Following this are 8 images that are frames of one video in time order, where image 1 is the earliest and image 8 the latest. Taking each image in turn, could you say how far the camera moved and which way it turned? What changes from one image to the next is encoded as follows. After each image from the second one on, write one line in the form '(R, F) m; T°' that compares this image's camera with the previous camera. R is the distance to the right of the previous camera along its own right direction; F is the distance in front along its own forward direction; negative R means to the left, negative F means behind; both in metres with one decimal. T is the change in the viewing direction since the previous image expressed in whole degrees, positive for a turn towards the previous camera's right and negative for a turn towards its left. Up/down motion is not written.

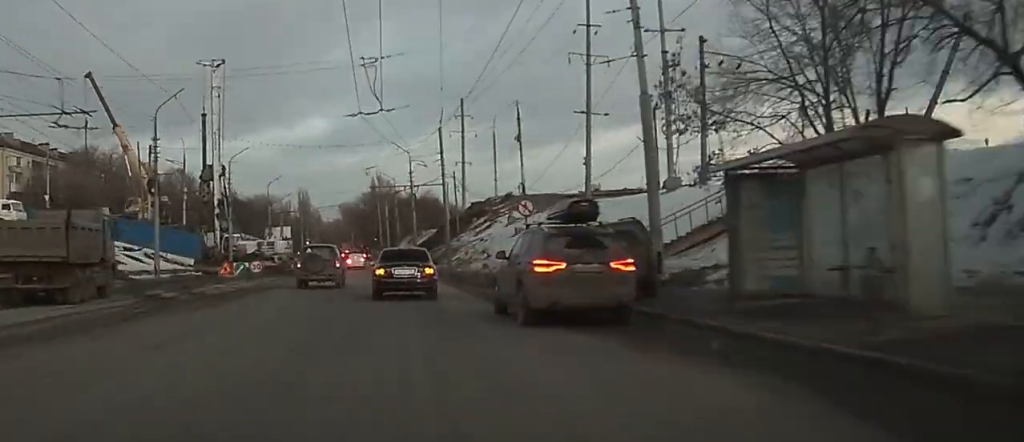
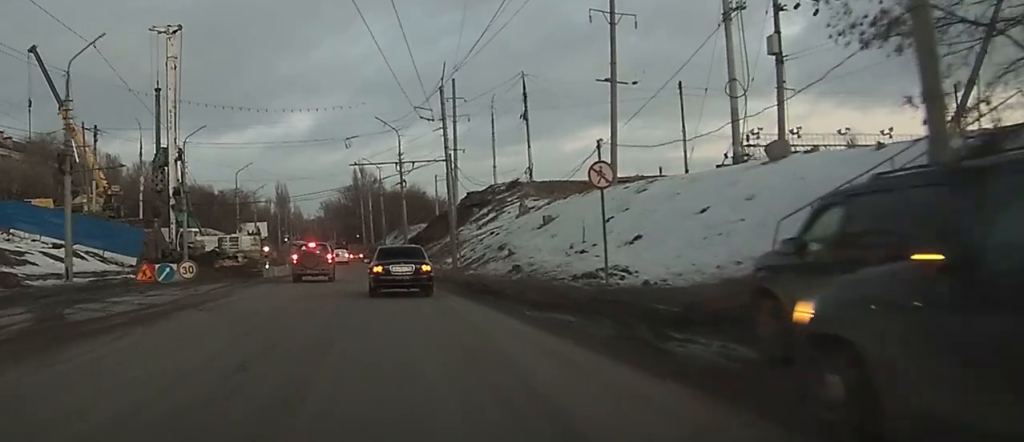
(0.0, +14.2) m; 0°
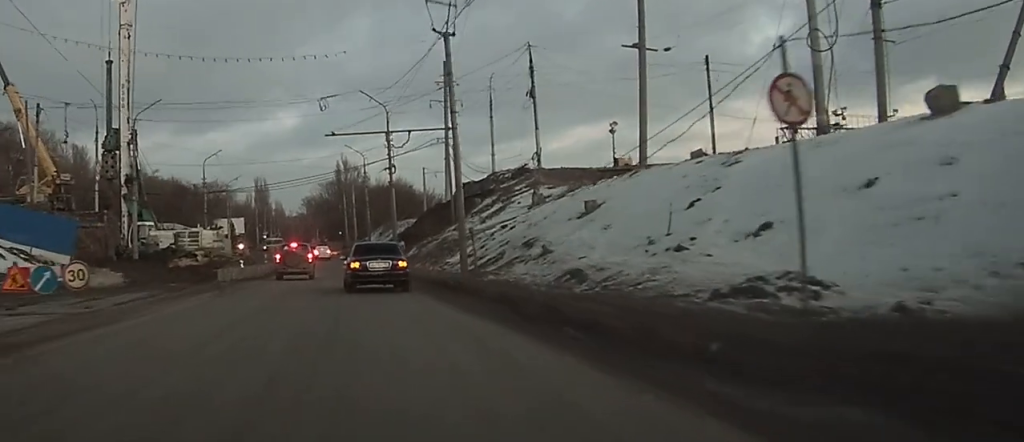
(+0.1, +11.4) m; +1°
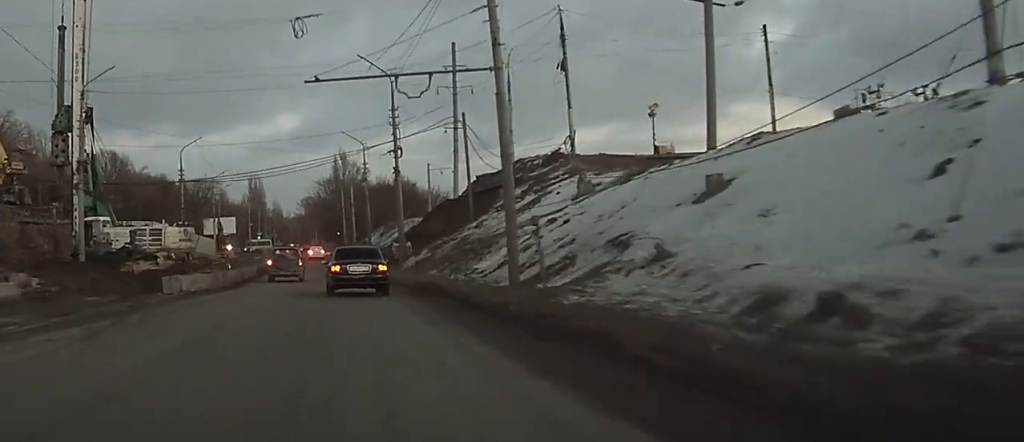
(+0.1, +11.9) m; +1°
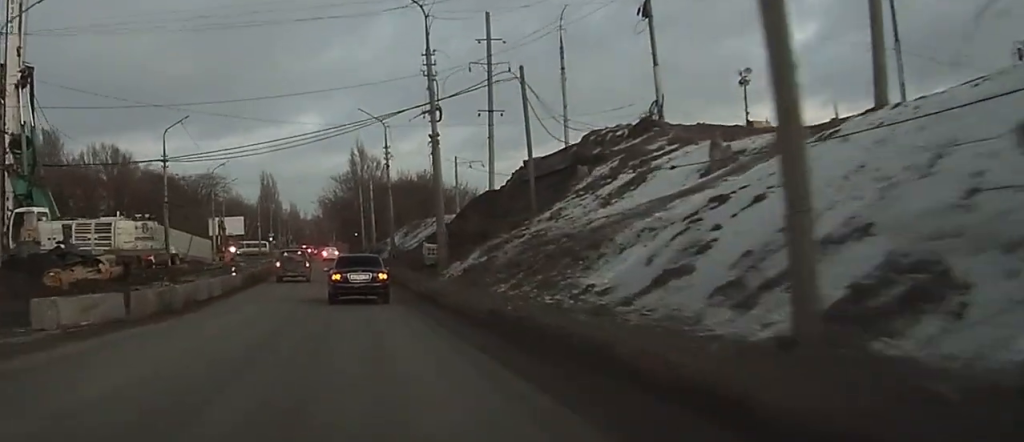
(+0.2, +14.5) m; 0°
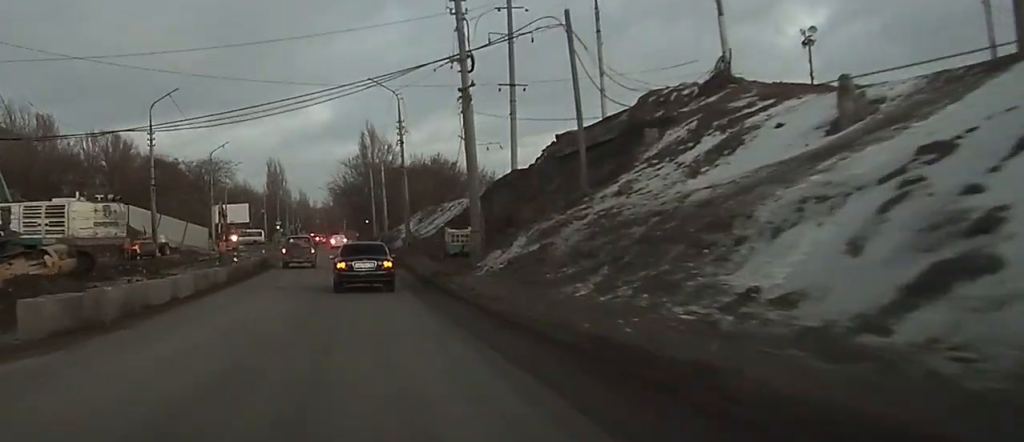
(0.0, +7.5) m; 0°
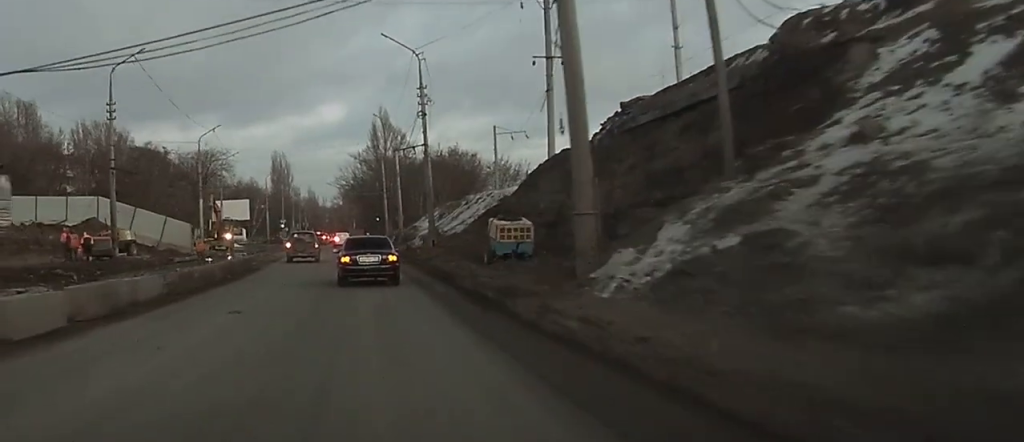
(0.0, +12.2) m; -1°
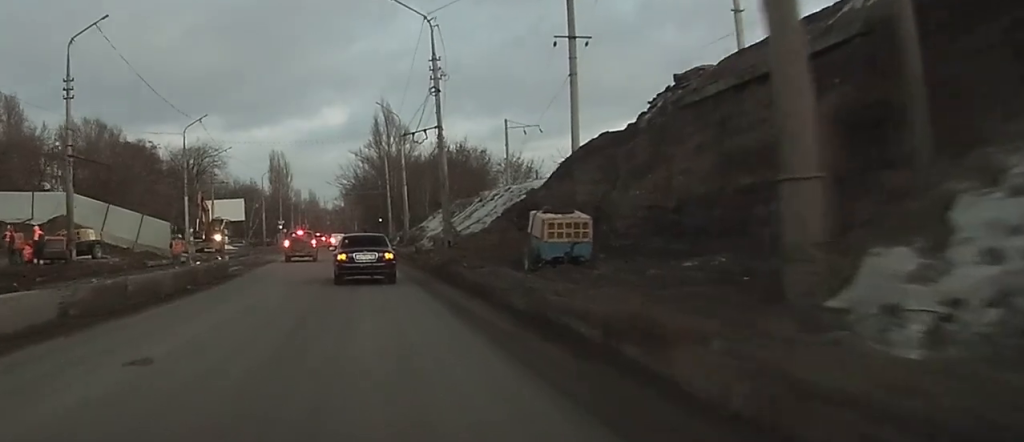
(-0.1, +7.5) m; 0°
